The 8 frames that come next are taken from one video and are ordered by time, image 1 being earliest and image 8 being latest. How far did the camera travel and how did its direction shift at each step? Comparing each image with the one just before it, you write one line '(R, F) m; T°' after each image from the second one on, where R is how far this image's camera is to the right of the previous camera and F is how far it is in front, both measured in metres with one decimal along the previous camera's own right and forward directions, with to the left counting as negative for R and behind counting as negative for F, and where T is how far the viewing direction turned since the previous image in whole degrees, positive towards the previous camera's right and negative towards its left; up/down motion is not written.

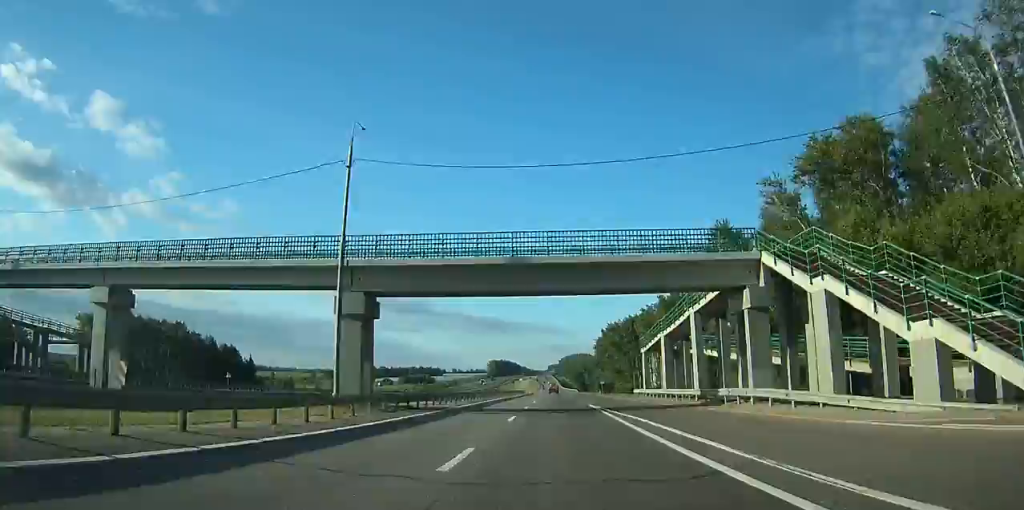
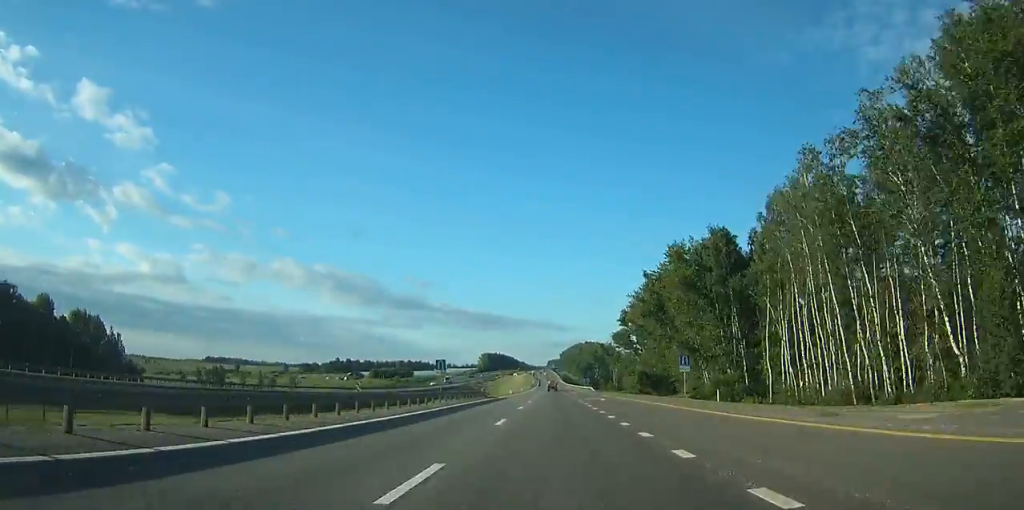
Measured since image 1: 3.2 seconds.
(-0.1, +92.6) m; 0°
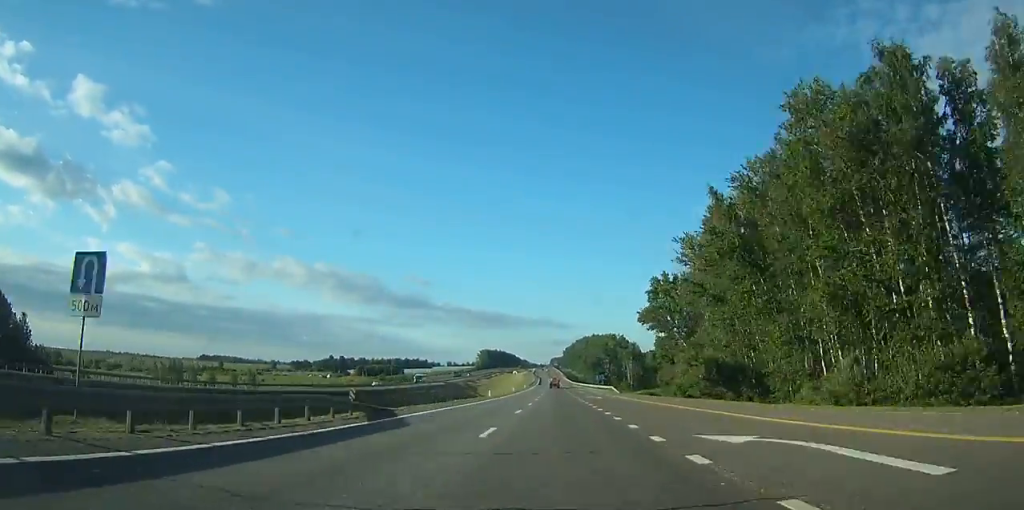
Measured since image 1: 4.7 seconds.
(0.0, +41.9) m; 0°
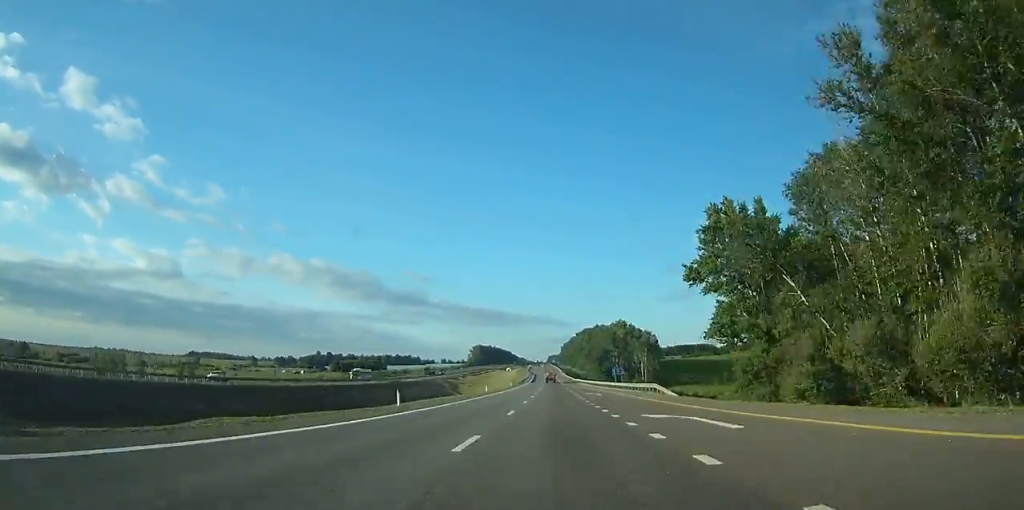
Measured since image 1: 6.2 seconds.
(0.0, +41.9) m; 0°
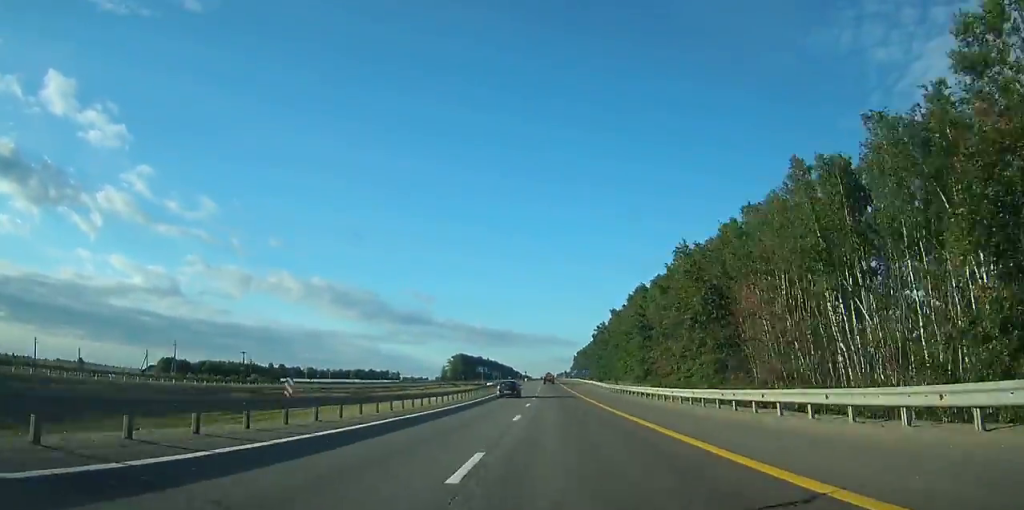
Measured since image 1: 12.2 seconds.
(-0.4, +168.3) m; -1°
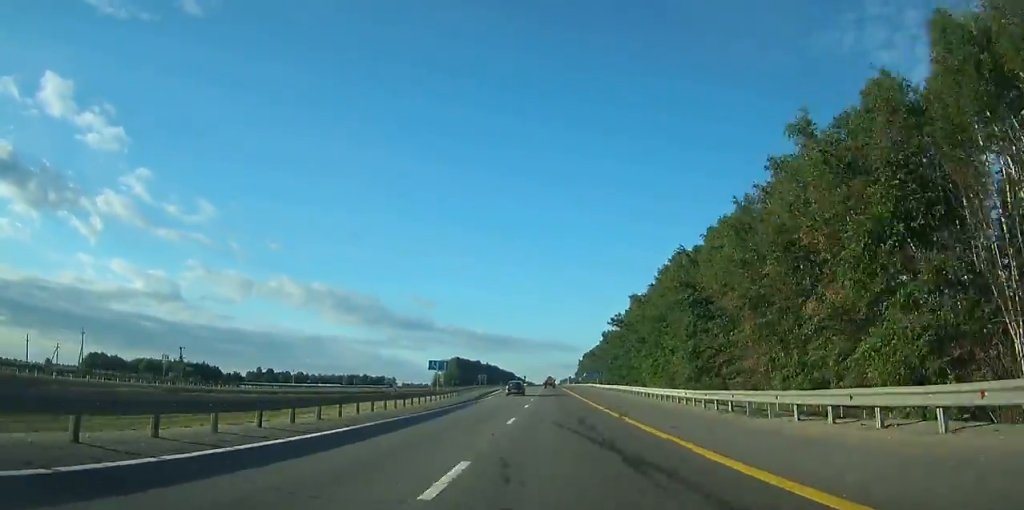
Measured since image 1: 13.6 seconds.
(-0.1, +36.8) m; 0°
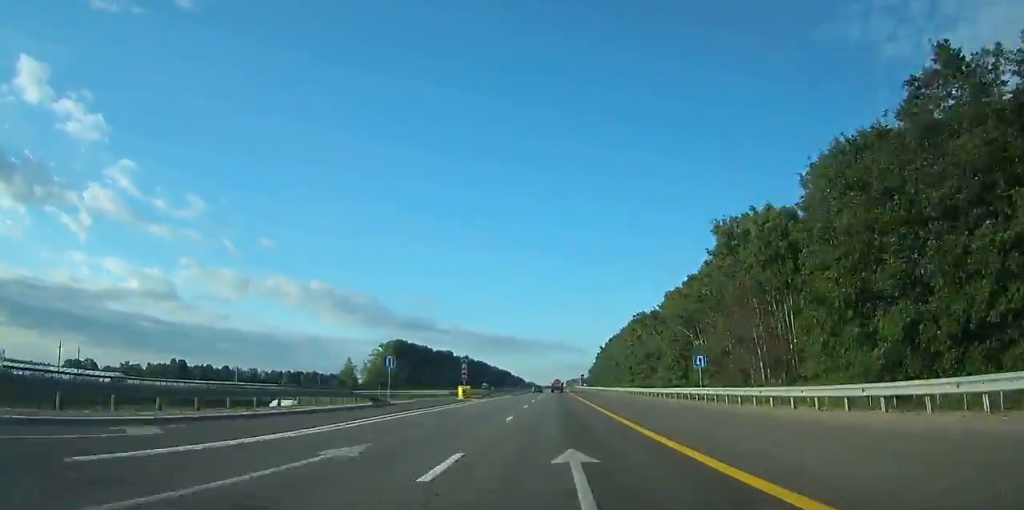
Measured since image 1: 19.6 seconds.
(-1.1, +165.5) m; -1°
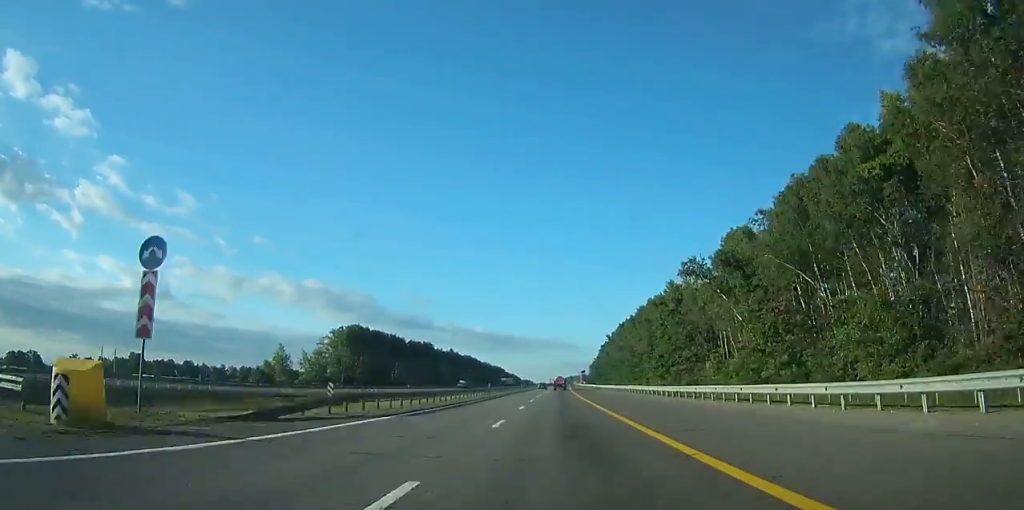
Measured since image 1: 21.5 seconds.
(-0.1, +50.1) m; 0°
